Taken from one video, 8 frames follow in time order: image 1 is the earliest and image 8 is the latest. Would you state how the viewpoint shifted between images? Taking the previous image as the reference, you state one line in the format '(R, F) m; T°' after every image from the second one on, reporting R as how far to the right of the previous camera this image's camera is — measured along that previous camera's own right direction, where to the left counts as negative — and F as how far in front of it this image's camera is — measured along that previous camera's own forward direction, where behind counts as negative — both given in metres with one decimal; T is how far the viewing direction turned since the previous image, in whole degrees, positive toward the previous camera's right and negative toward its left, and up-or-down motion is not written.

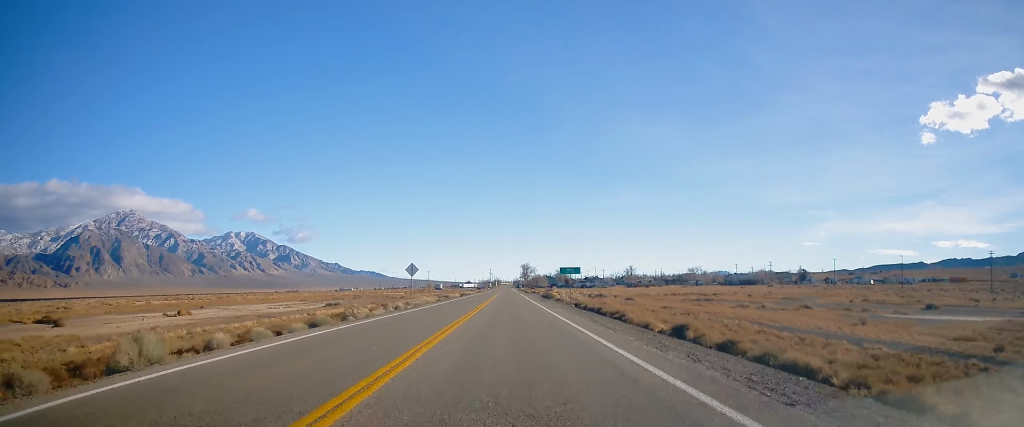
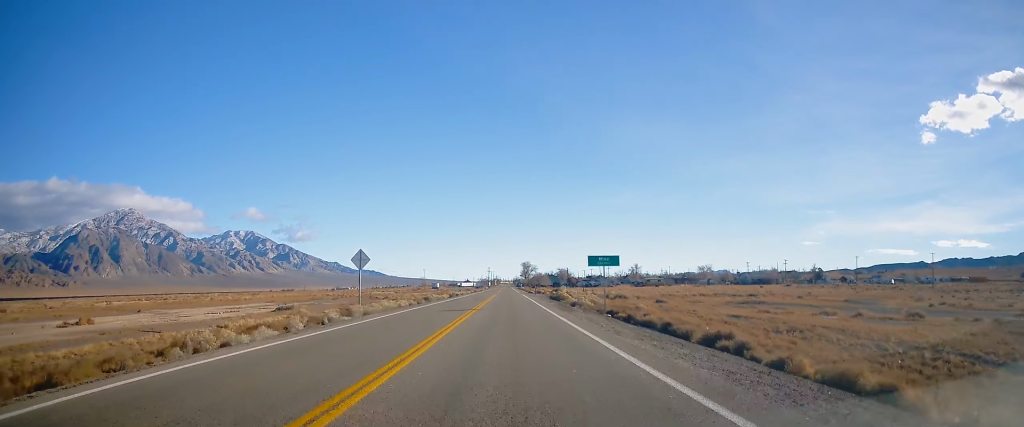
(-0.5, +18.5) m; 0°
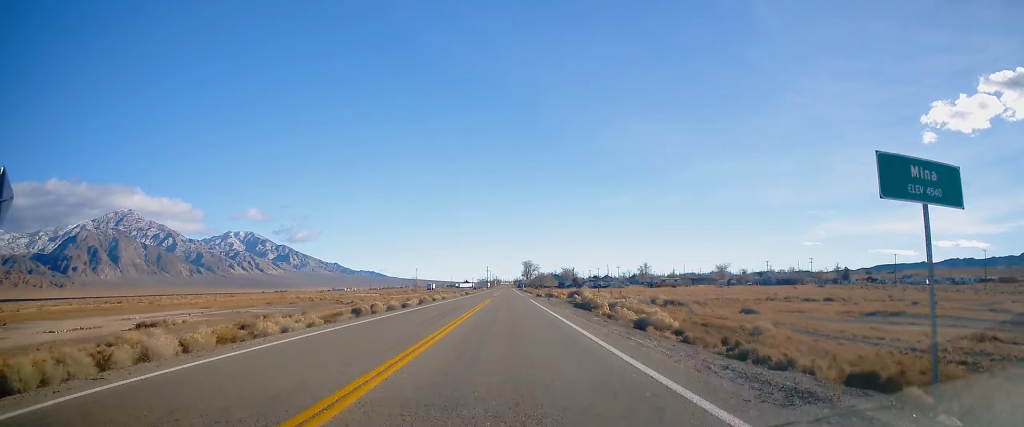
(+0.3, +27.0) m; +1°
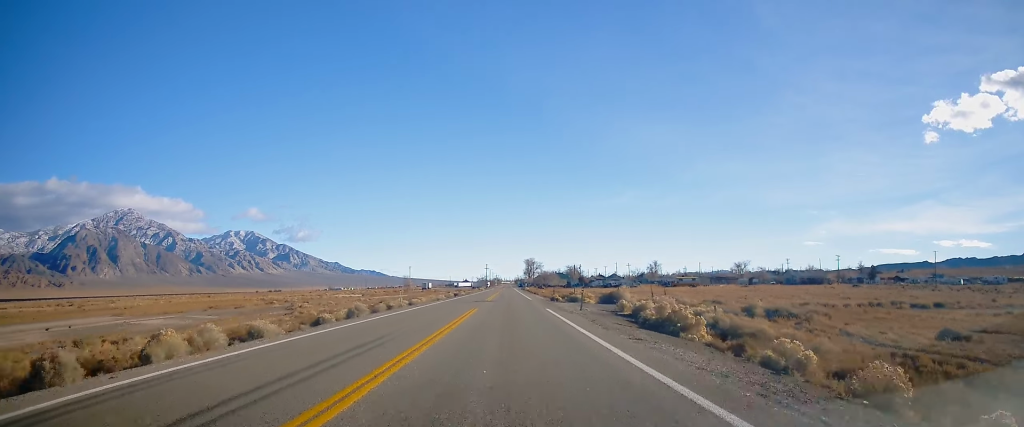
(0.0, +23.7) m; 0°
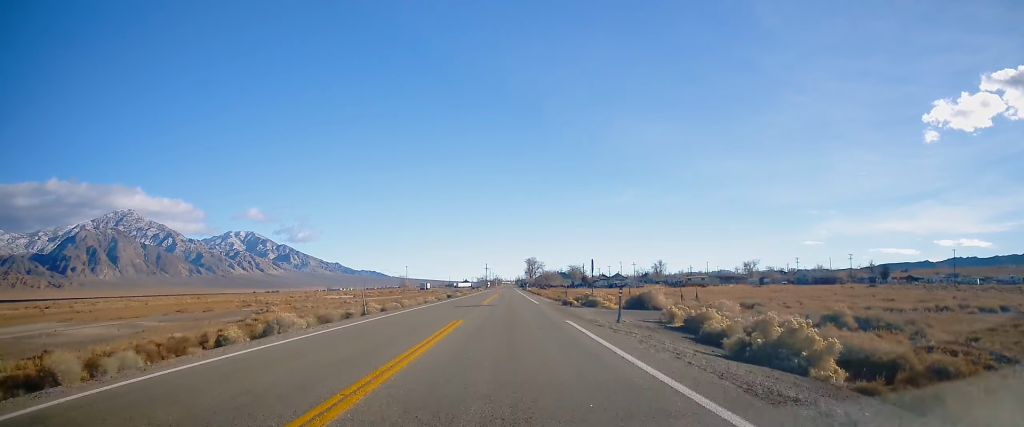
(0.0, +10.2) m; 0°
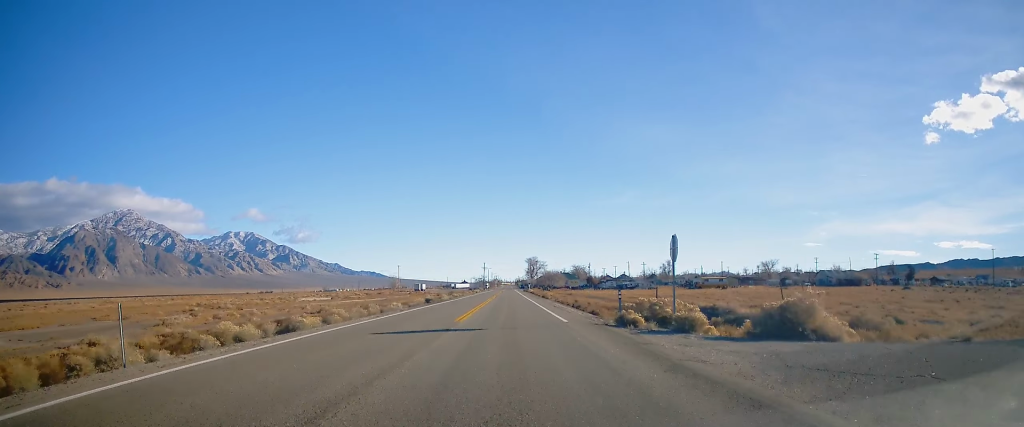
(0.0, +19.4) m; 0°
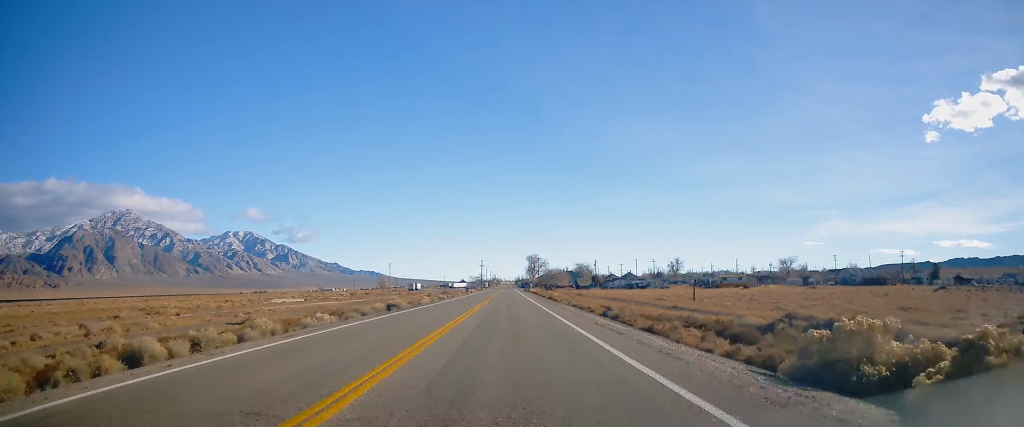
(-0.1, +17.7) m; -1°
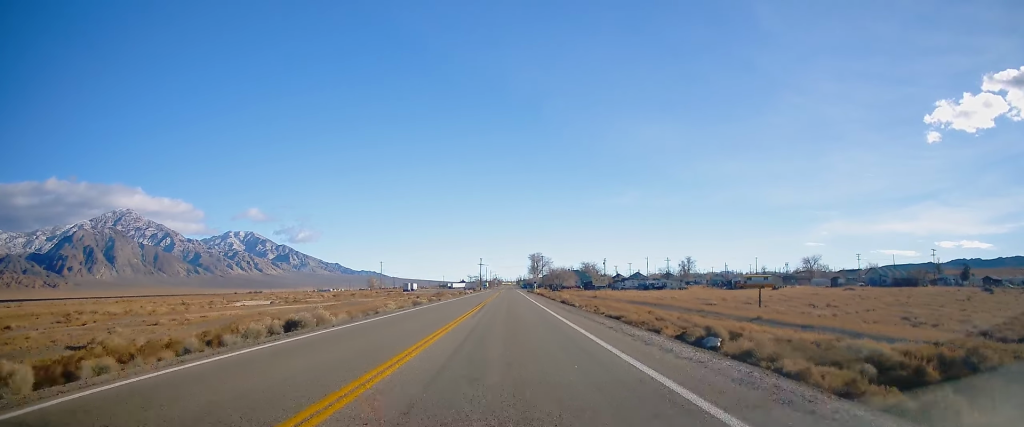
(-0.2, +17.9) m; 0°
